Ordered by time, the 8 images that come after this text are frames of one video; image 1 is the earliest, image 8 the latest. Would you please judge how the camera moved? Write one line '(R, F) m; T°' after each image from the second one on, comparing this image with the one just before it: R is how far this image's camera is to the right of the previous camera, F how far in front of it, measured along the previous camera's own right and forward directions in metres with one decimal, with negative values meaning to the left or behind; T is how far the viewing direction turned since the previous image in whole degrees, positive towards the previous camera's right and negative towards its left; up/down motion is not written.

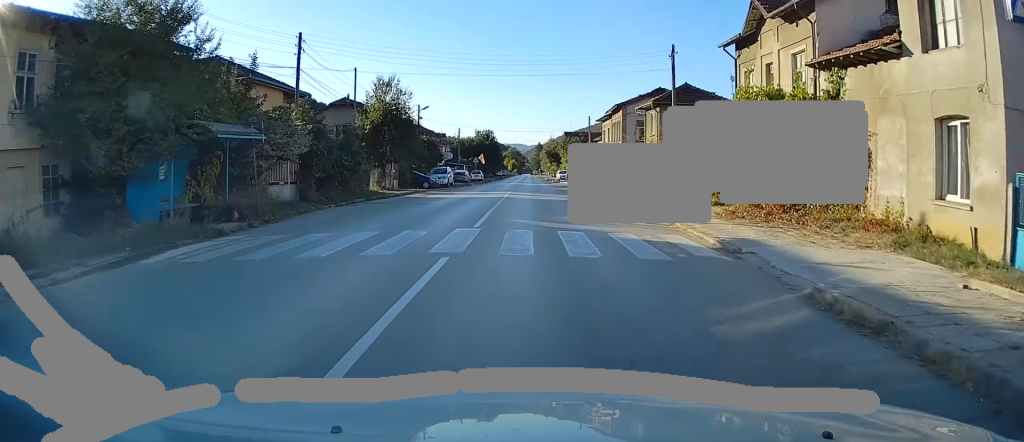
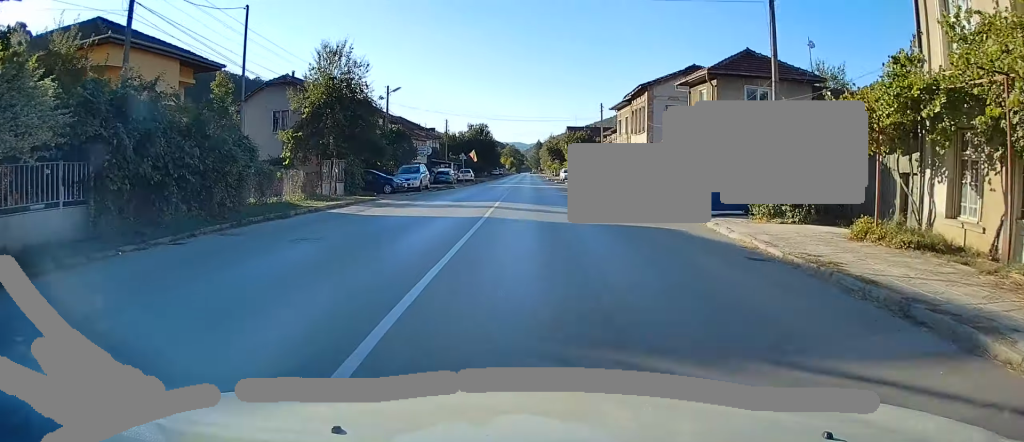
(0.0, +13.3) m; 0°
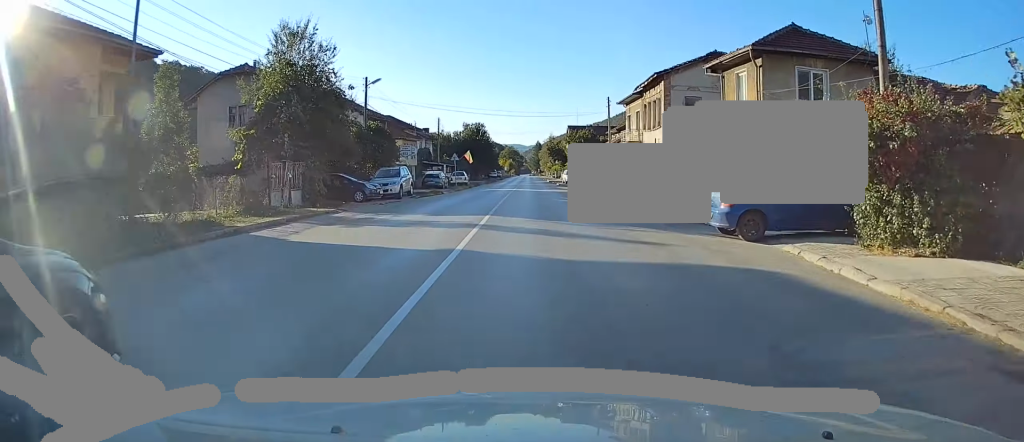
(+0.1, +6.2) m; 0°
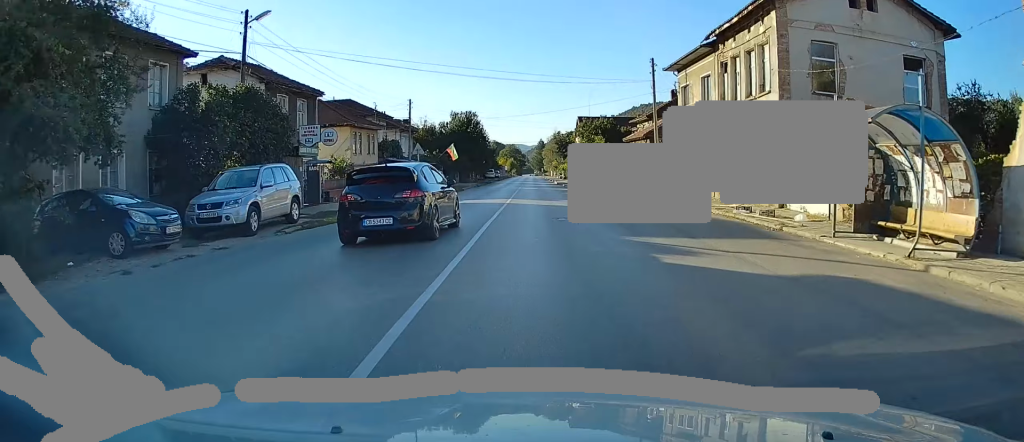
(-0.3, +19.0) m; -1°
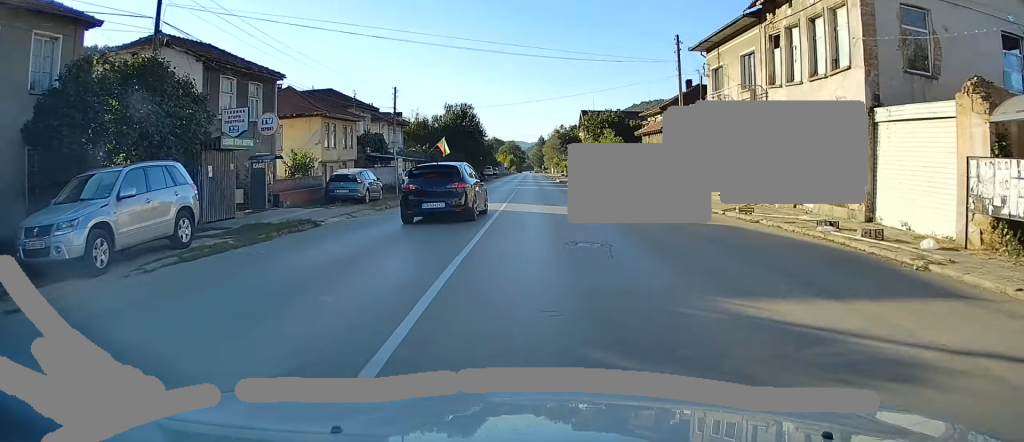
(-0.1, +6.2) m; +1°
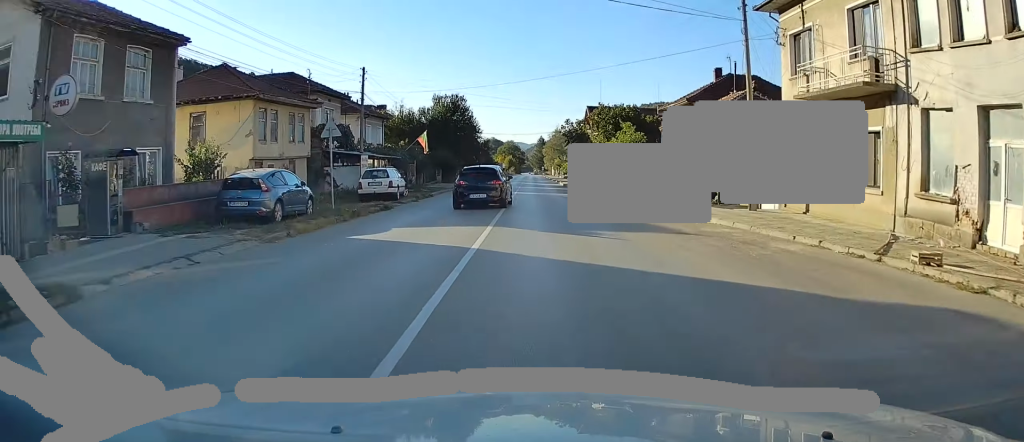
(+0.2, +9.5) m; +1°
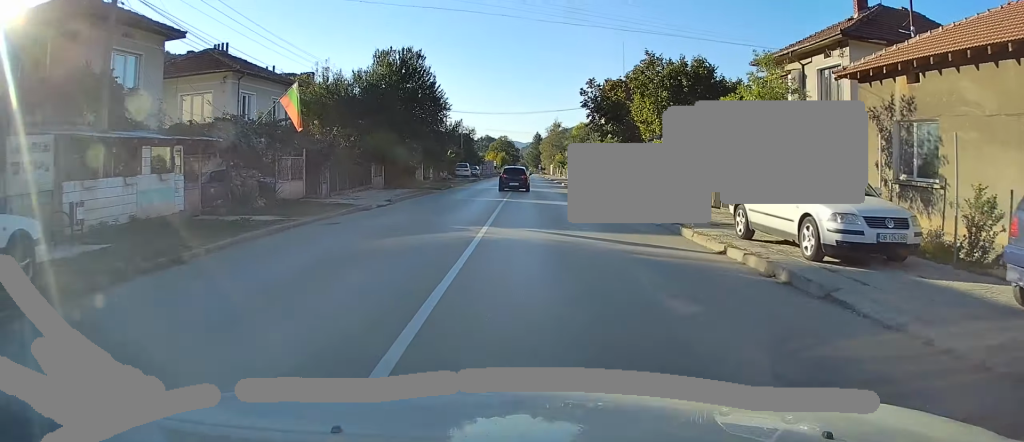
(+0.3, +24.4) m; 0°
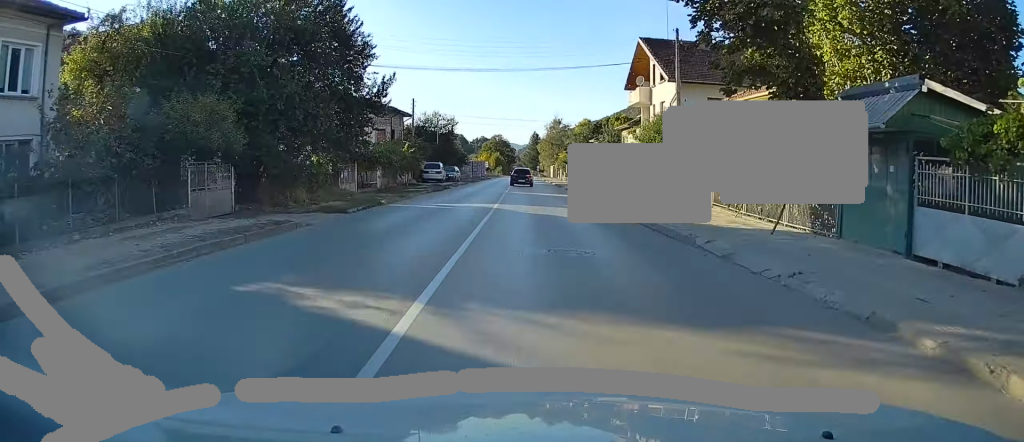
(-0.3, +21.0) m; -1°
